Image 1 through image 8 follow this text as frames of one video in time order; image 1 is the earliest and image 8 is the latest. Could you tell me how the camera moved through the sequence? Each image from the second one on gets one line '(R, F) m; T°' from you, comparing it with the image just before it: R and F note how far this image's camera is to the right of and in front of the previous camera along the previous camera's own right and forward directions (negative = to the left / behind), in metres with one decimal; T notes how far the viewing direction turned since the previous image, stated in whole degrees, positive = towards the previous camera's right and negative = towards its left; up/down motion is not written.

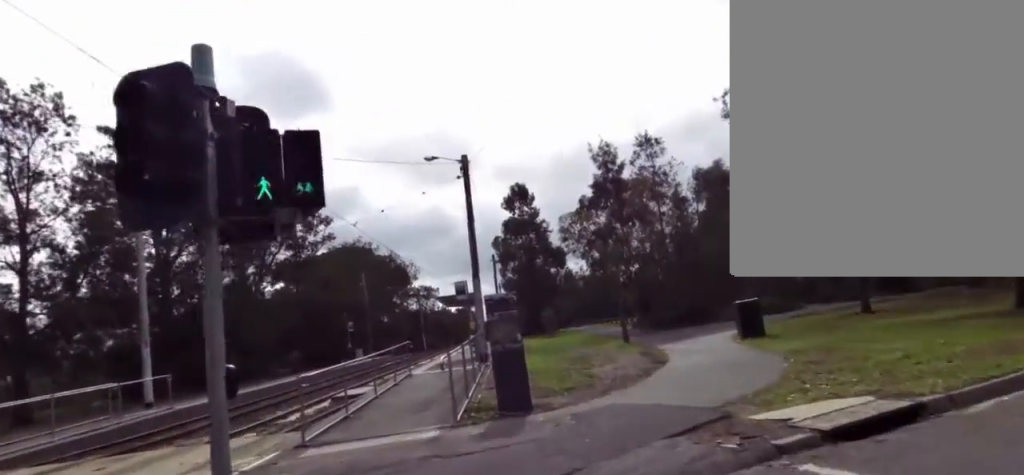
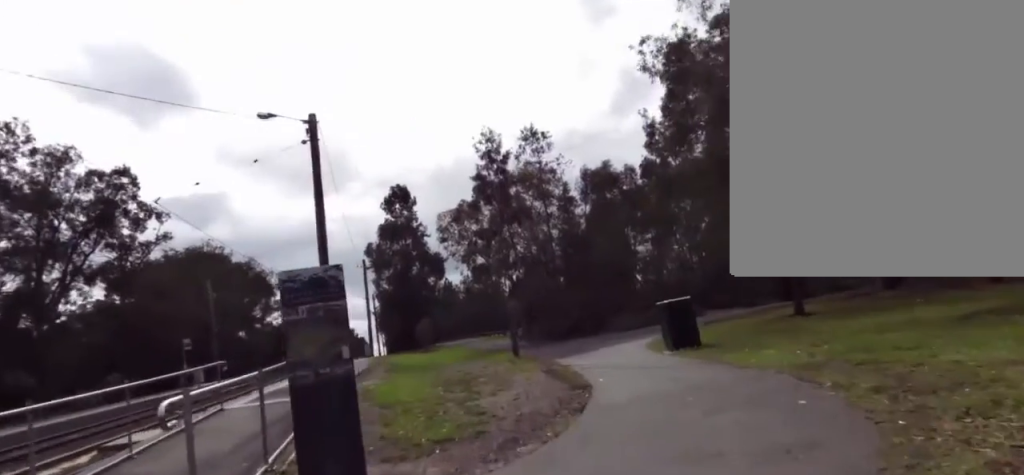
(+0.9, +4.3) m; +25°
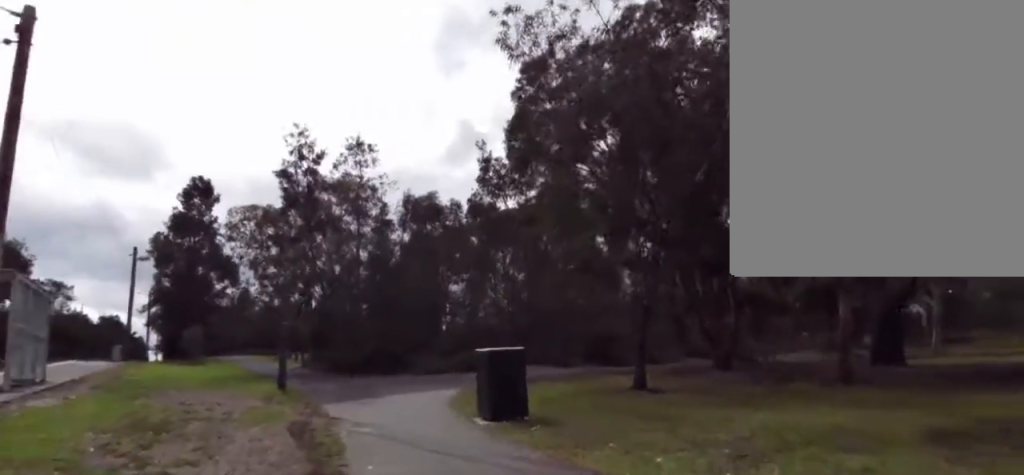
(+0.9, +4.1) m; +3°
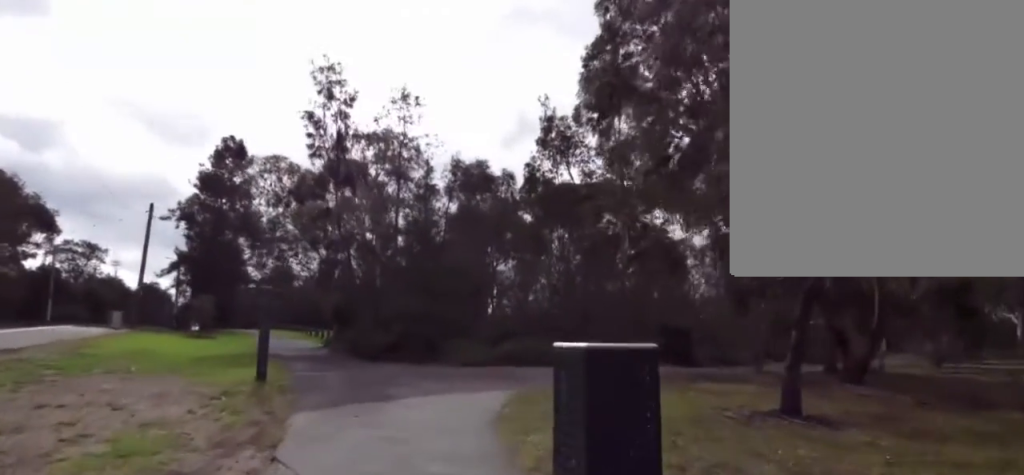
(-0.9, +5.2) m; -20°
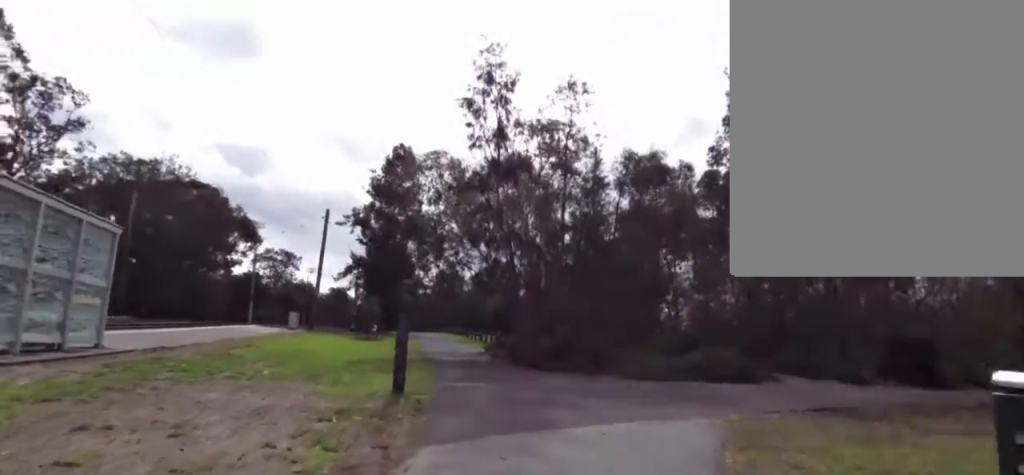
(-0.4, +3.2) m; -6°
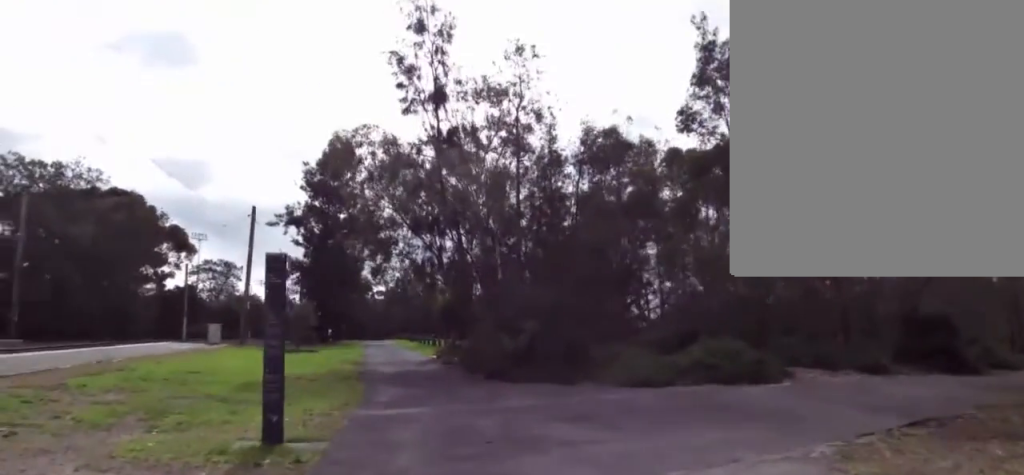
(-0.2, +4.1) m; -1°
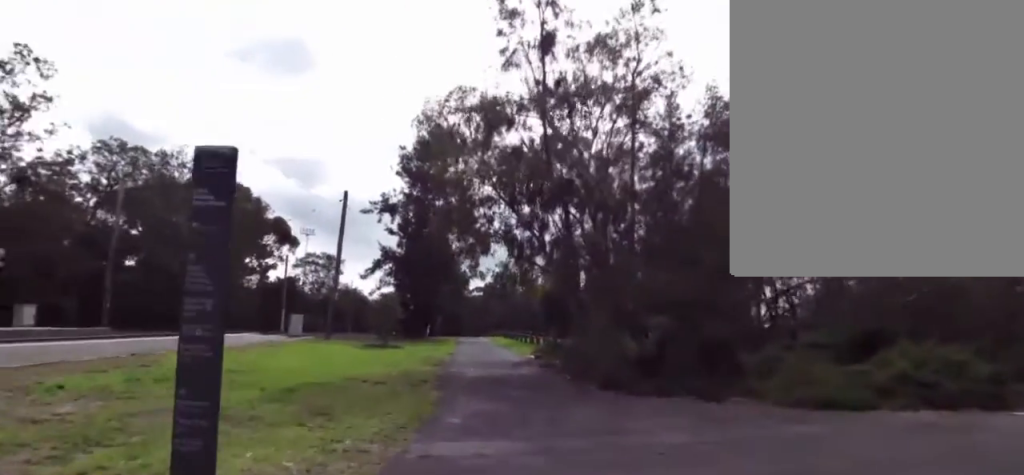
(-0.2, +3.5) m; +4°
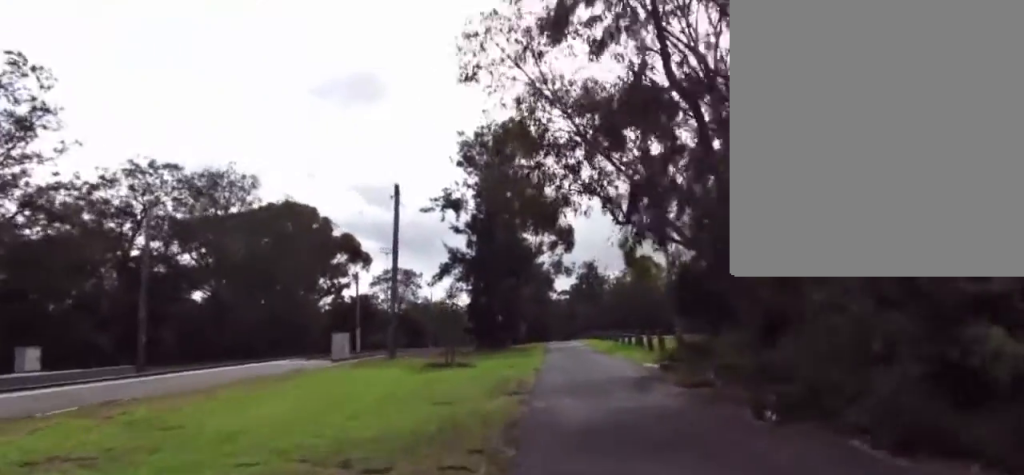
(+0.7, +6.3) m; +3°
